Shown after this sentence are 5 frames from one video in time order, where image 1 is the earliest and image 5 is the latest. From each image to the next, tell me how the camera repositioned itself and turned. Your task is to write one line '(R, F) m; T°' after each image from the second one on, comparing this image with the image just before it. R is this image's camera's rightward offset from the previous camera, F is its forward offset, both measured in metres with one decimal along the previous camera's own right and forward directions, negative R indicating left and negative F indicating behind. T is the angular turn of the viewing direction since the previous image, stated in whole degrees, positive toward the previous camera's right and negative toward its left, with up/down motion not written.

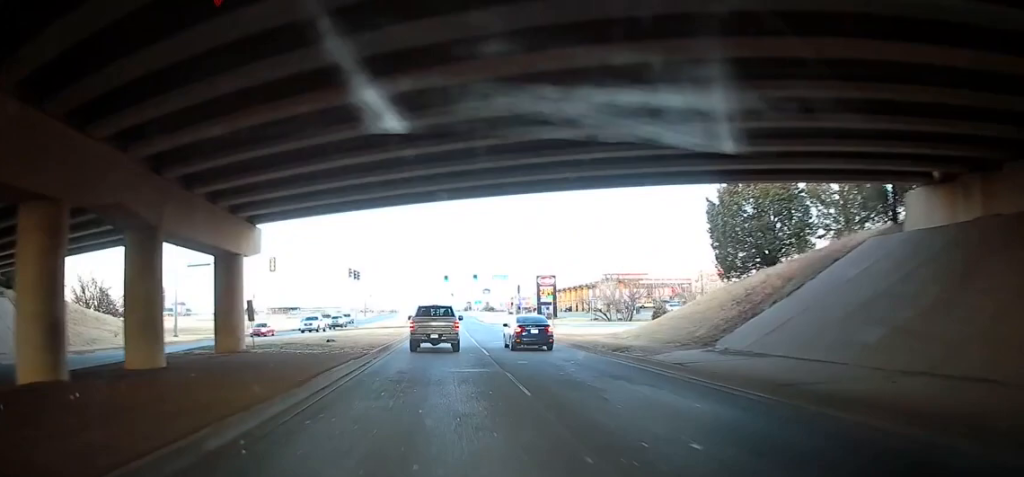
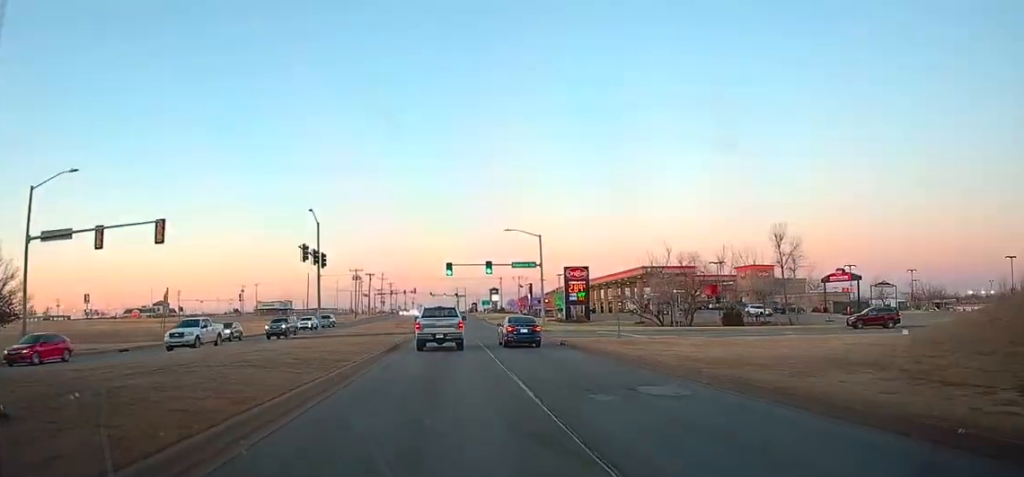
(+0.1, +23.0) m; +1°
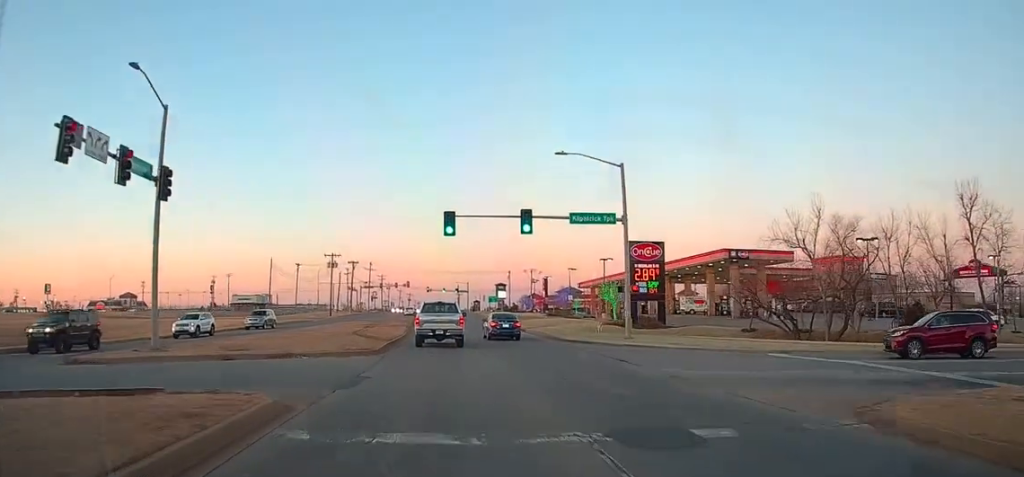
(+0.2, +30.5) m; 0°
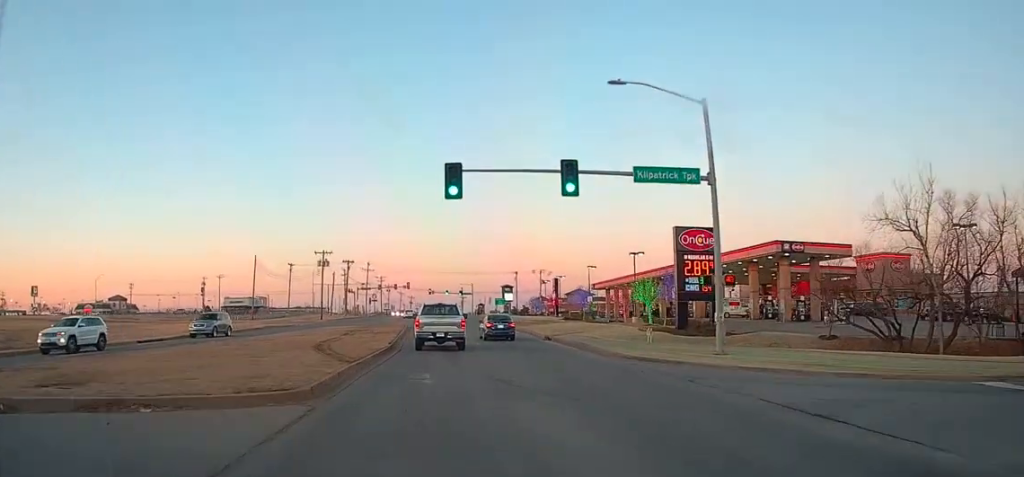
(-0.1, +12.4) m; -1°
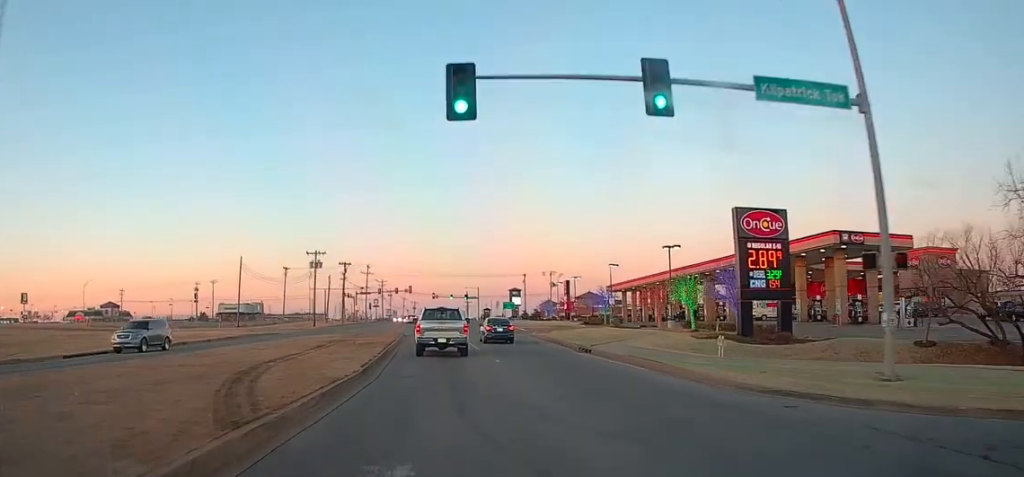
(0.0, +10.3) m; -1°
